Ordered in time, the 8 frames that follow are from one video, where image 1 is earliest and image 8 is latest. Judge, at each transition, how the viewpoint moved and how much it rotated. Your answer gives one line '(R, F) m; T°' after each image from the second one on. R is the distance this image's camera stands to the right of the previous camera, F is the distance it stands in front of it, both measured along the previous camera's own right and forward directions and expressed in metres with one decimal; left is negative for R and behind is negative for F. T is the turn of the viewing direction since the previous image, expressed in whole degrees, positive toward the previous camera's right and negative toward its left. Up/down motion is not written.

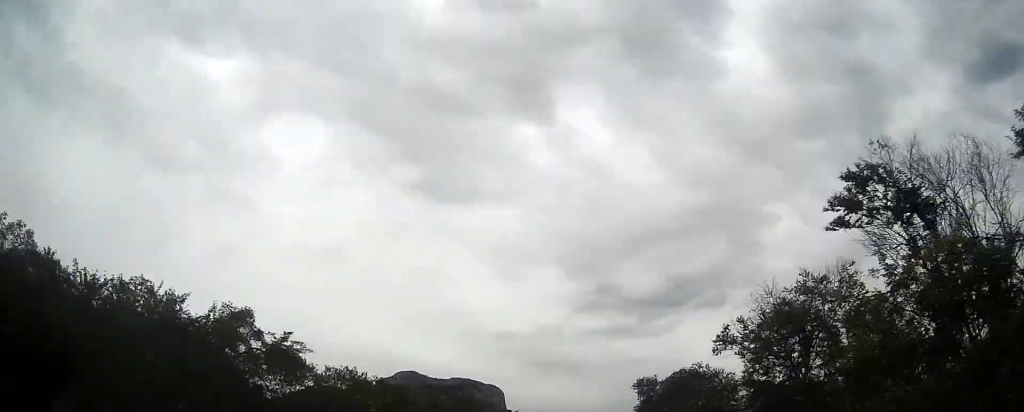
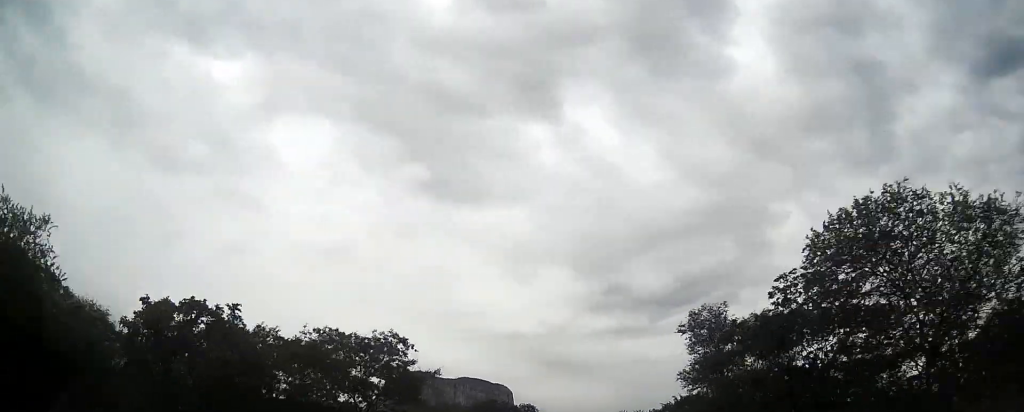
(0.0, +21.6) m; +1°
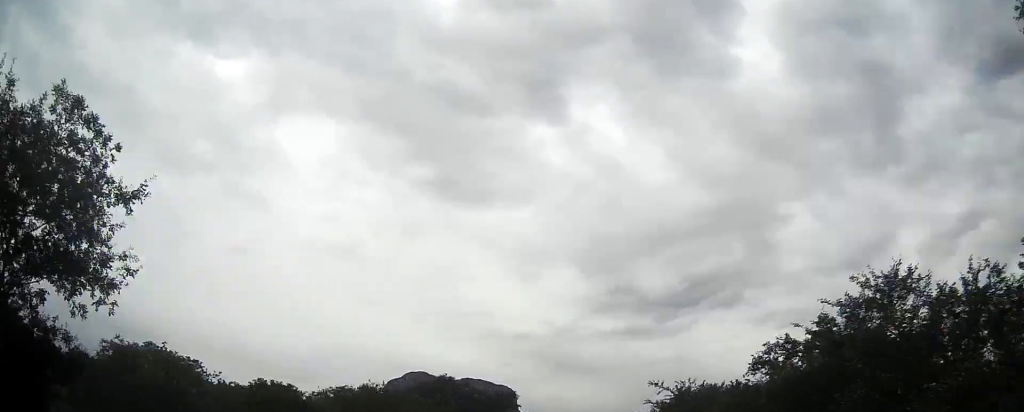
(+0.4, +23.5) m; 0°
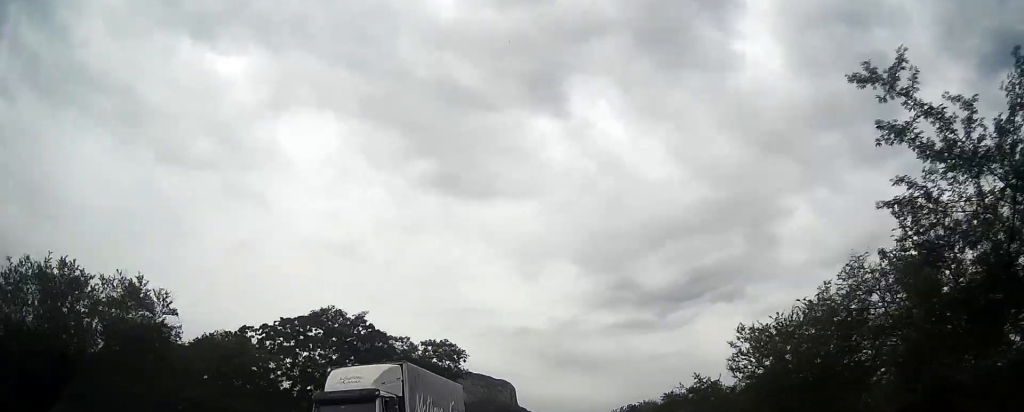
(-0.5, +23.4) m; 0°
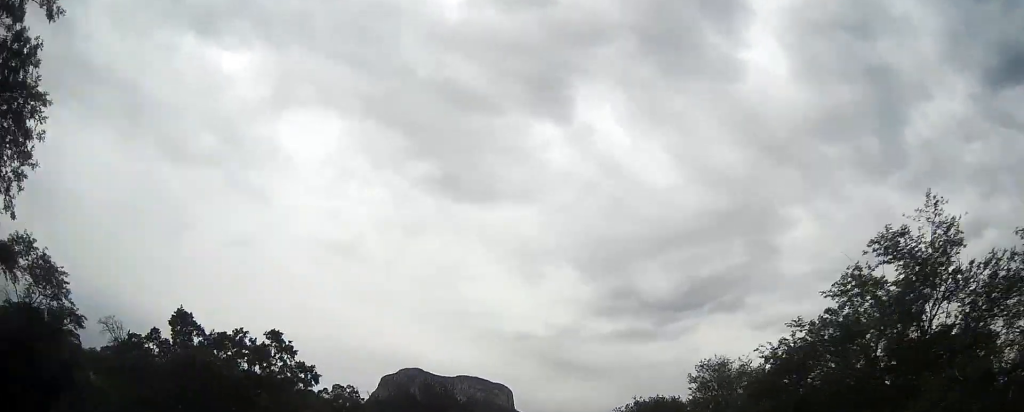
(+0.2, +31.8) m; -1°
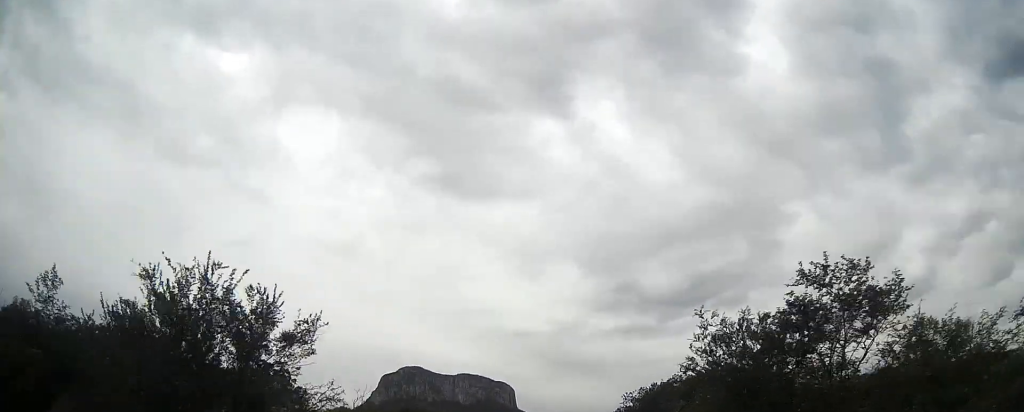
(-0.5, +27.3) m; -1°
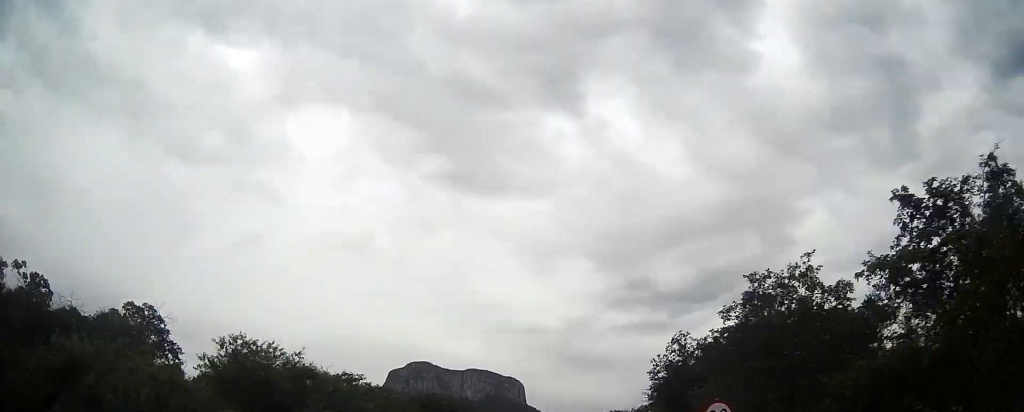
(+0.2, +31.3) m; +1°
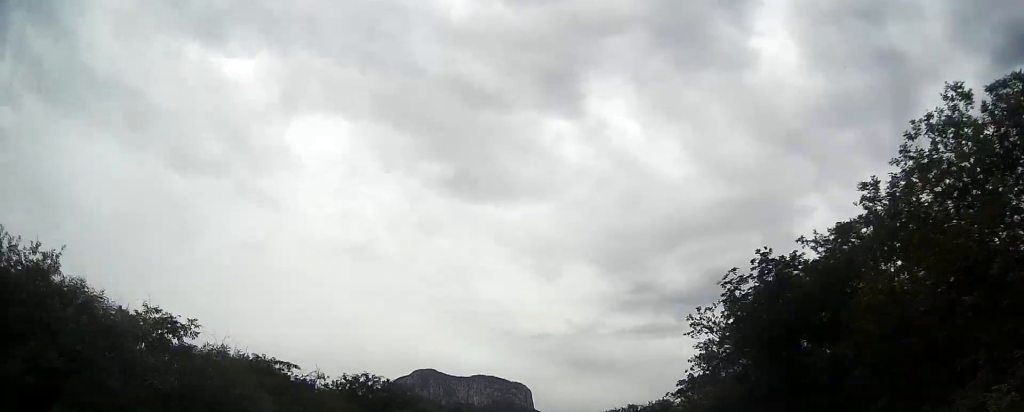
(+0.3, +17.6) m; 0°
